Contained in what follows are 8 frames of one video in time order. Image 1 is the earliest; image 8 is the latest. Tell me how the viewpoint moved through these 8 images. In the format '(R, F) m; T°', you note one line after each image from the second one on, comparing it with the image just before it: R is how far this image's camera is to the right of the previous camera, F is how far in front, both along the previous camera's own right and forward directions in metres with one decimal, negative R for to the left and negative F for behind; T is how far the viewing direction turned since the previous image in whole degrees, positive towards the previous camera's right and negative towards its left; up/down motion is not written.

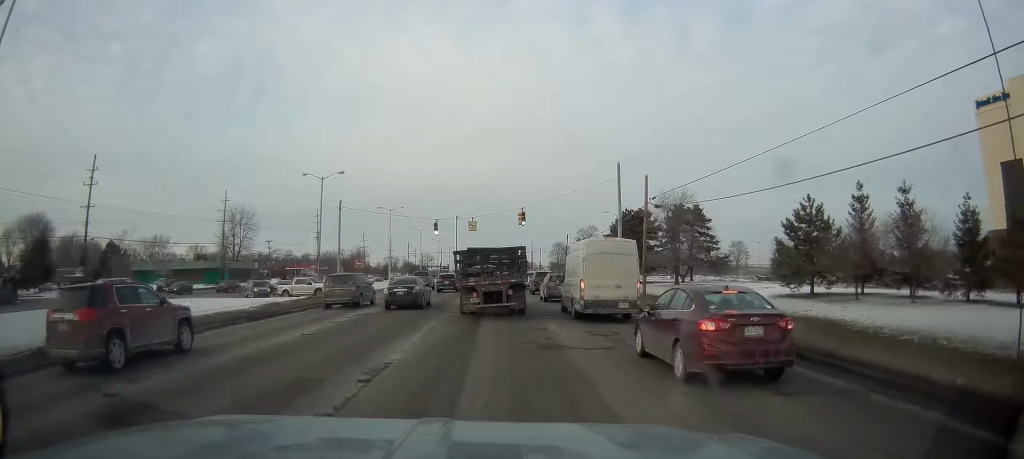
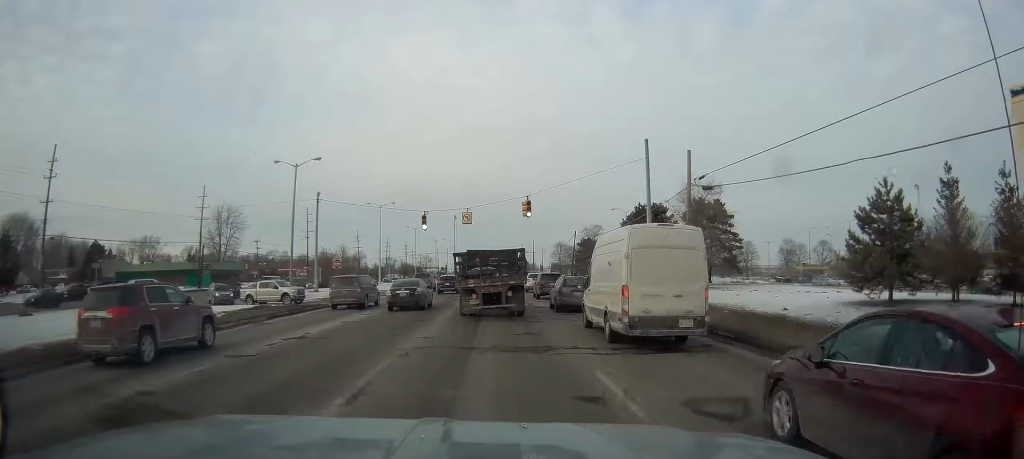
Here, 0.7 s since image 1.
(-0.4, +7.9) m; 0°
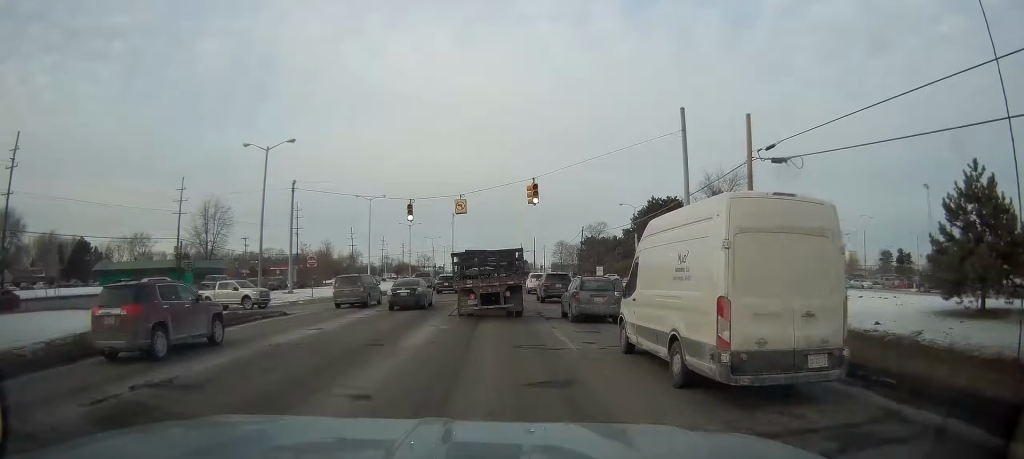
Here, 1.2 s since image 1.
(+0.4, +7.3) m; +1°
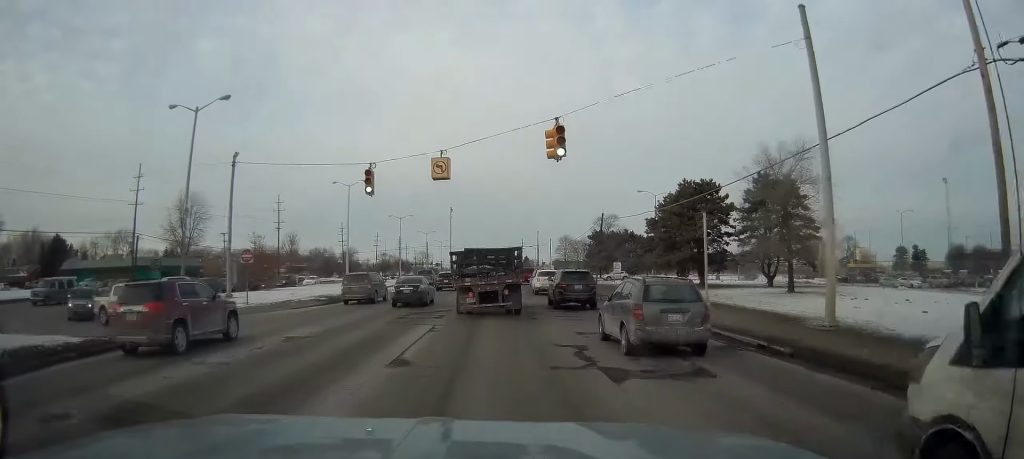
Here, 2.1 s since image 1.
(+0.3, +13.1) m; 0°
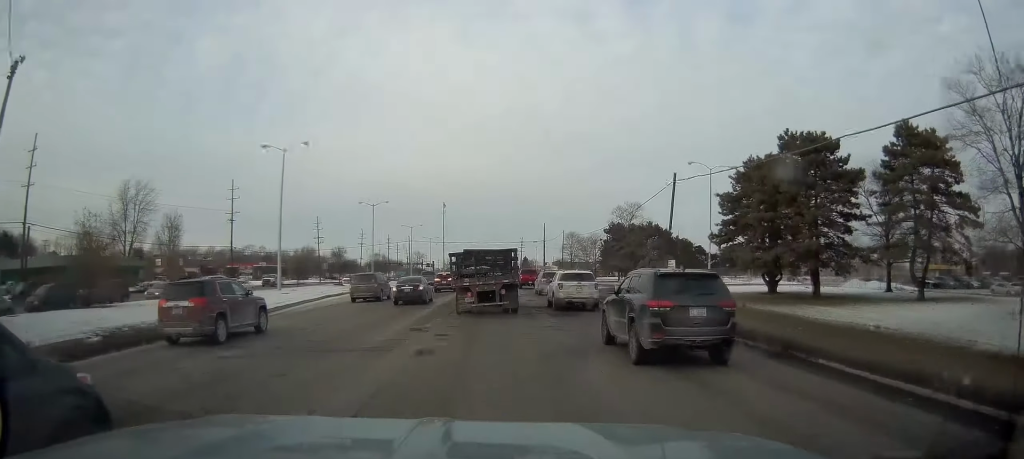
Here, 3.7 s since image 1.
(-0.9, +27.7) m; -2°
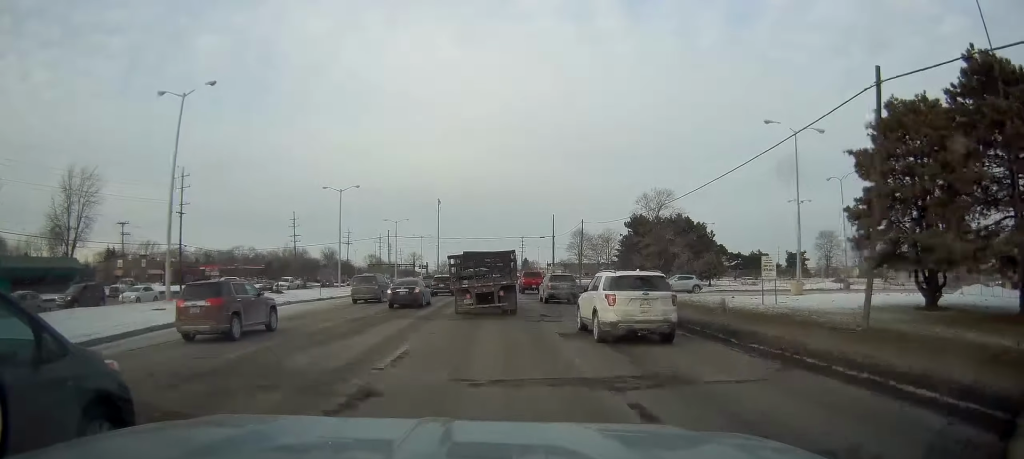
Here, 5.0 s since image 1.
(+0.4, +23.3) m; +1°
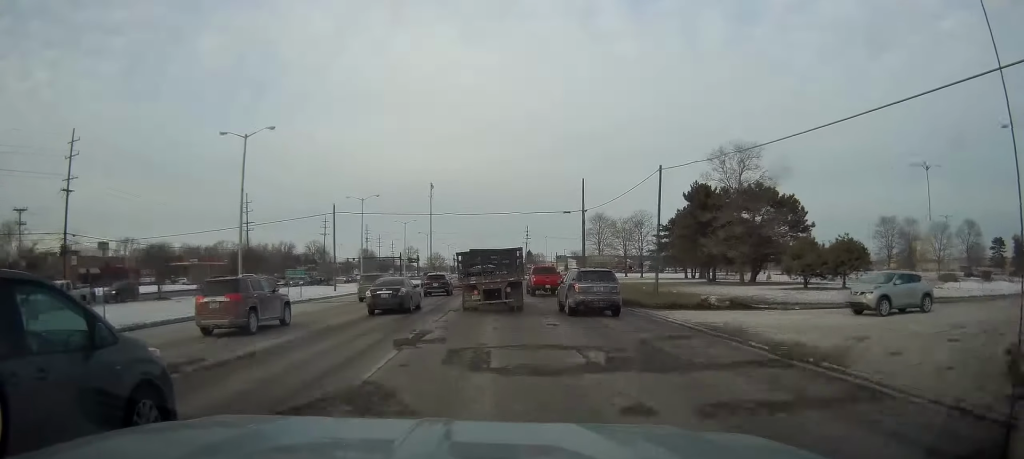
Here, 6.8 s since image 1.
(+0.1, +30.7) m; +1°
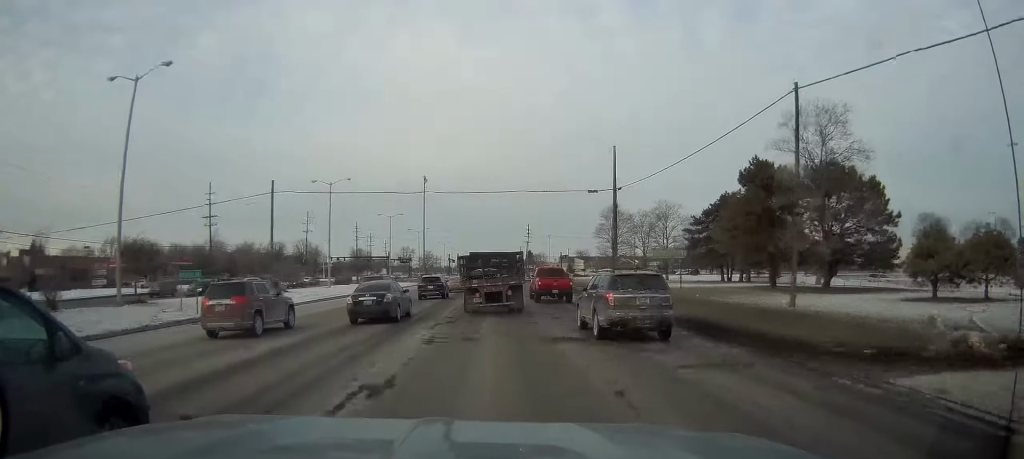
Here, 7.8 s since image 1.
(+0.2, +14.8) m; 0°
